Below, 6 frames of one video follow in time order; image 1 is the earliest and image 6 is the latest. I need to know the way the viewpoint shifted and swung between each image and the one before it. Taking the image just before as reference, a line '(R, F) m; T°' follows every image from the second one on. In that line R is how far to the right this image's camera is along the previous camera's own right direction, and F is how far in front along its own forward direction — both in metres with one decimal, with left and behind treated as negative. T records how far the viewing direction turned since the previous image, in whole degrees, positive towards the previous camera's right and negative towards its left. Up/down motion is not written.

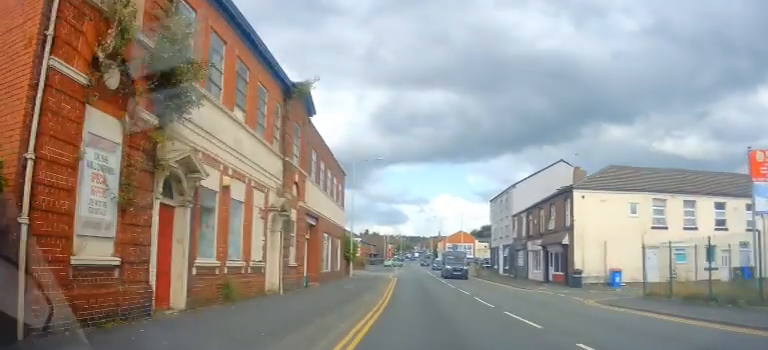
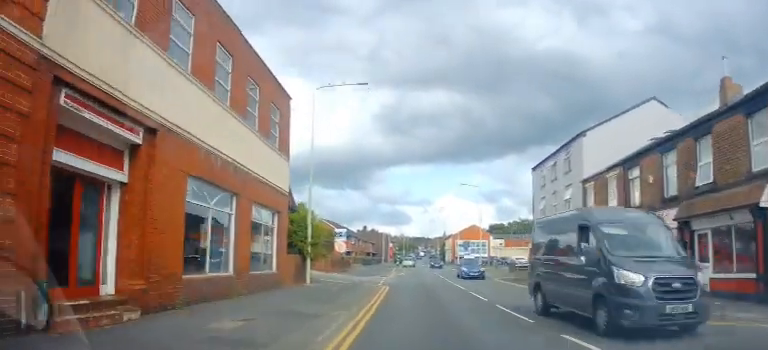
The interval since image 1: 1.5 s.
(-0.5, +17.0) m; -1°
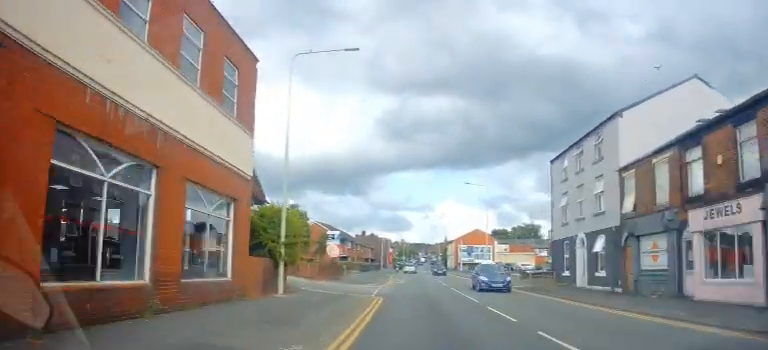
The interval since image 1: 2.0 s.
(+0.2, +5.1) m; +1°
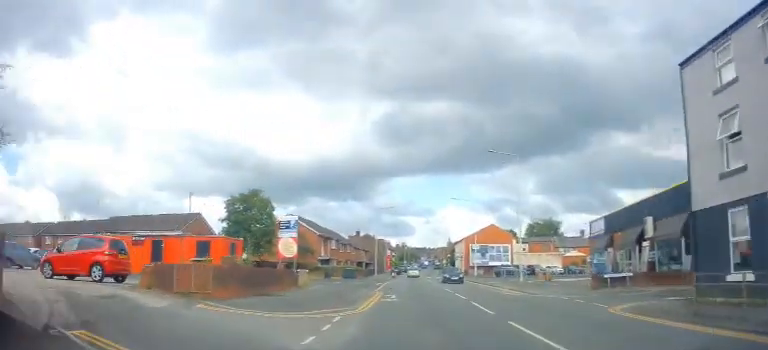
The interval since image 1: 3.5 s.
(0.0, +16.4) m; -2°
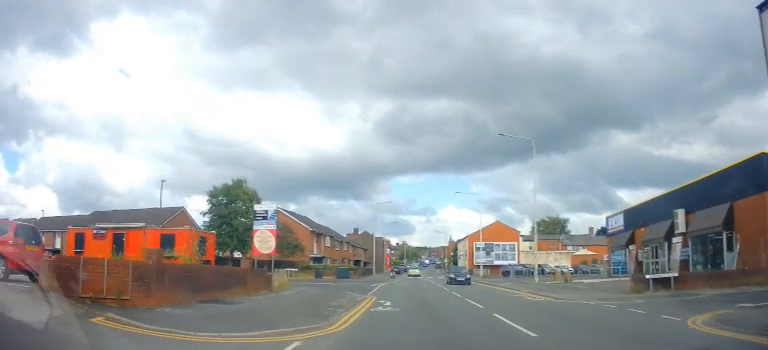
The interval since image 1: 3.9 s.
(-0.2, +4.4) m; 0°
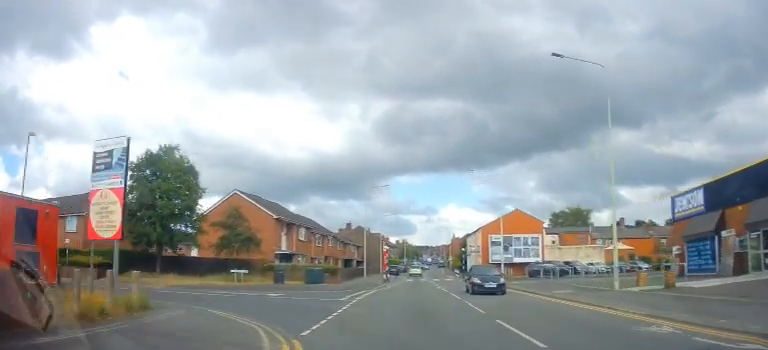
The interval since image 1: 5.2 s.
(+0.2, +13.2) m; +2°
